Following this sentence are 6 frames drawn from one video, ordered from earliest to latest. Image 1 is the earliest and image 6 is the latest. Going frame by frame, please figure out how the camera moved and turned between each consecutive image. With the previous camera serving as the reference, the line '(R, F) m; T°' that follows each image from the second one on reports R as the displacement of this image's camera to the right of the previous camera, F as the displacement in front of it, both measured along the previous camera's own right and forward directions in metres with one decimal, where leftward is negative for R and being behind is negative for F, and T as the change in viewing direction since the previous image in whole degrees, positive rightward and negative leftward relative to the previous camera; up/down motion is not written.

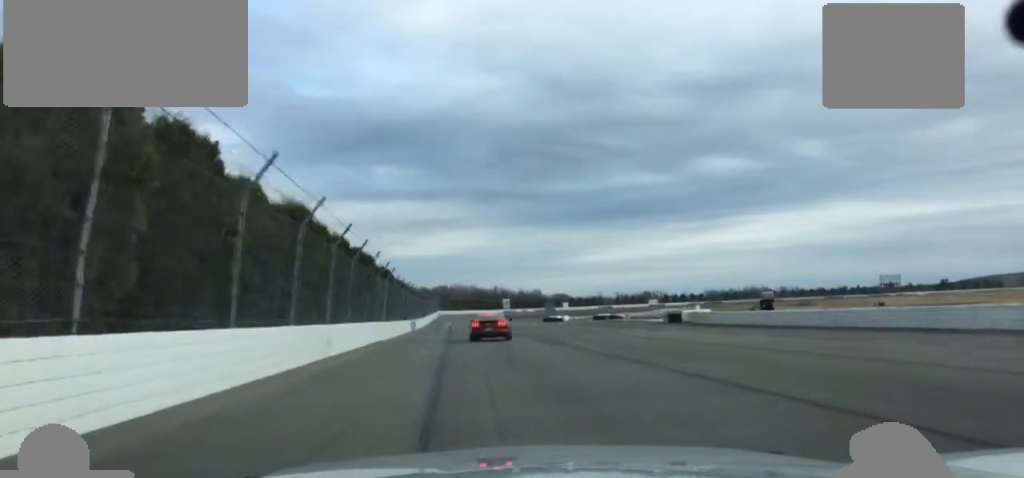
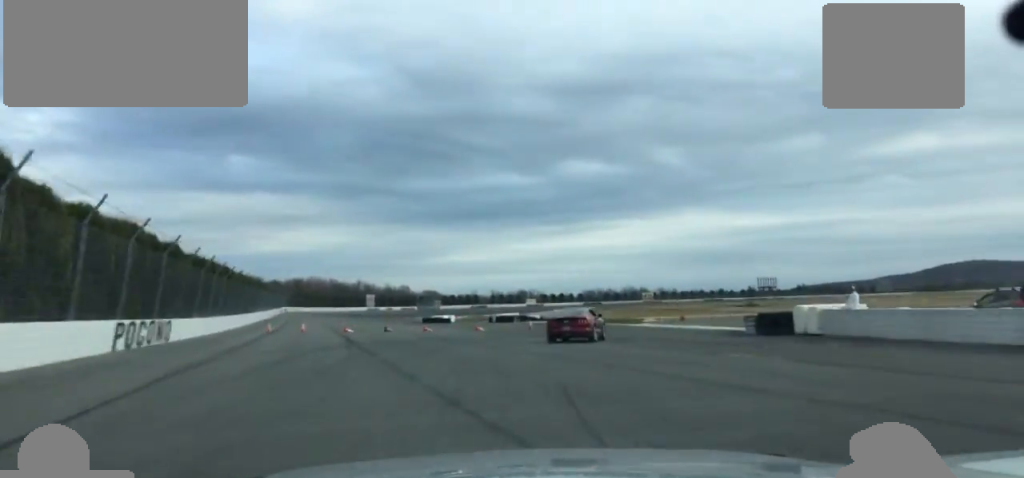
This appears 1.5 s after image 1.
(+2.7, +51.5) m; +11°
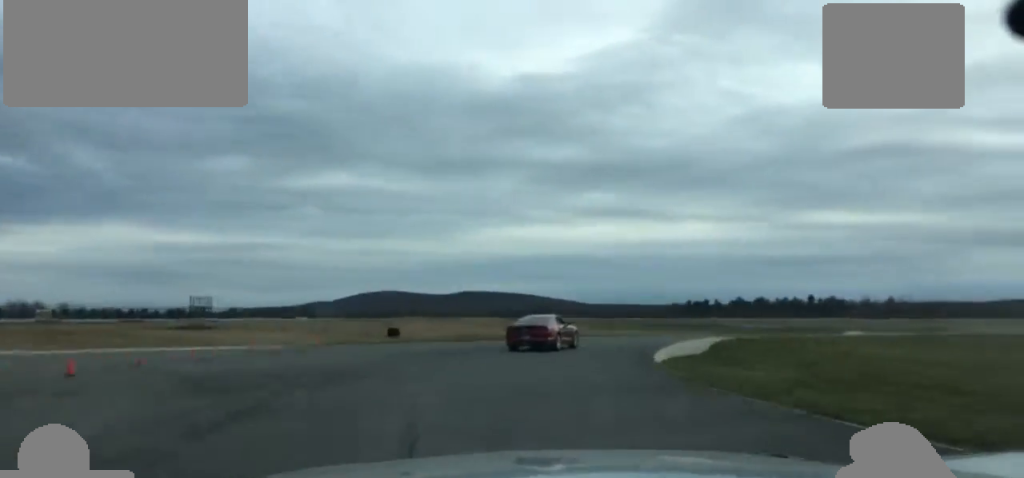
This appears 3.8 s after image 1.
(+16.8, +61.3) m; +34°
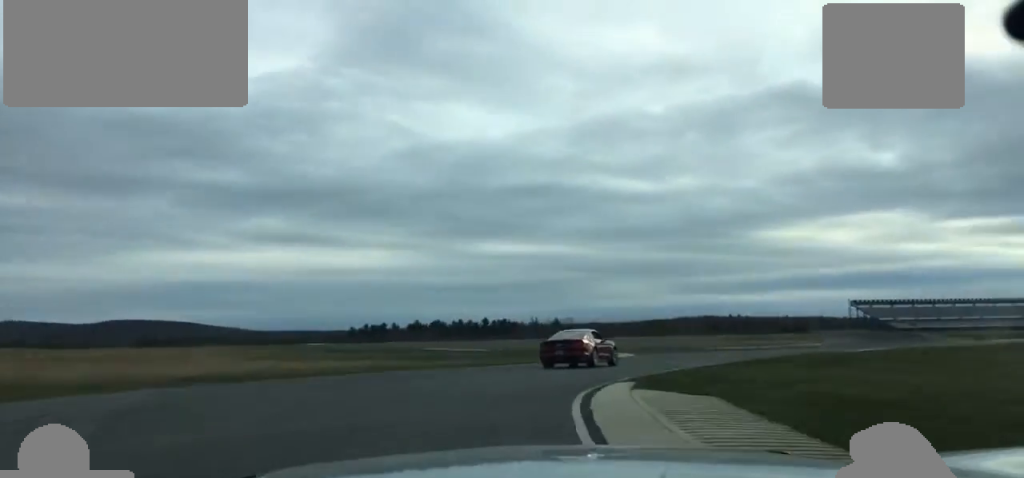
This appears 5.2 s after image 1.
(+7.2, +32.2) m; +24°
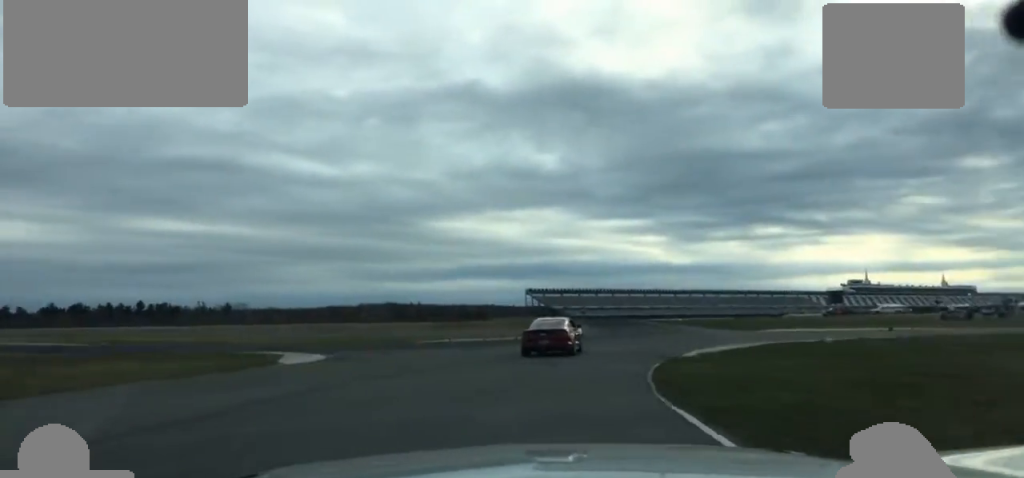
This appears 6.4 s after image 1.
(+5.2, +29.2) m; +17°
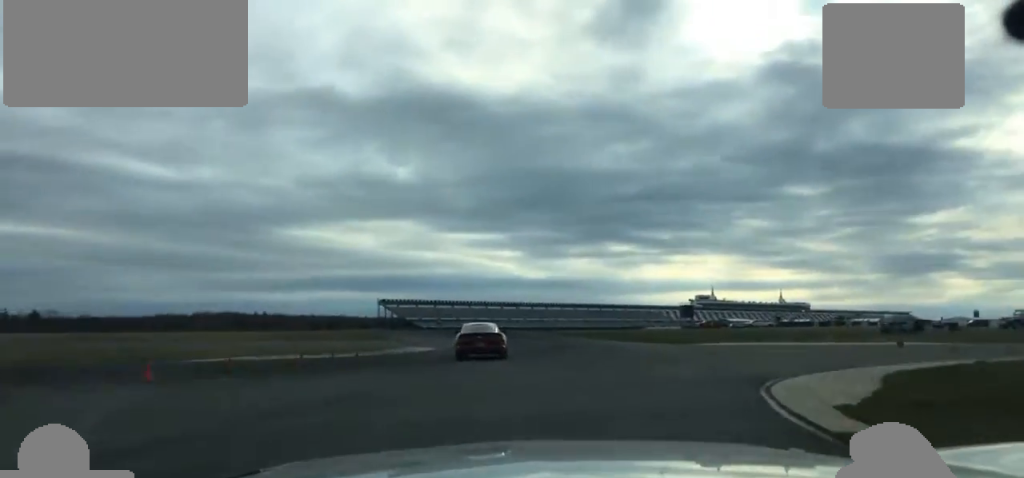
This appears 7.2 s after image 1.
(+1.8, +20.9) m; +7°
